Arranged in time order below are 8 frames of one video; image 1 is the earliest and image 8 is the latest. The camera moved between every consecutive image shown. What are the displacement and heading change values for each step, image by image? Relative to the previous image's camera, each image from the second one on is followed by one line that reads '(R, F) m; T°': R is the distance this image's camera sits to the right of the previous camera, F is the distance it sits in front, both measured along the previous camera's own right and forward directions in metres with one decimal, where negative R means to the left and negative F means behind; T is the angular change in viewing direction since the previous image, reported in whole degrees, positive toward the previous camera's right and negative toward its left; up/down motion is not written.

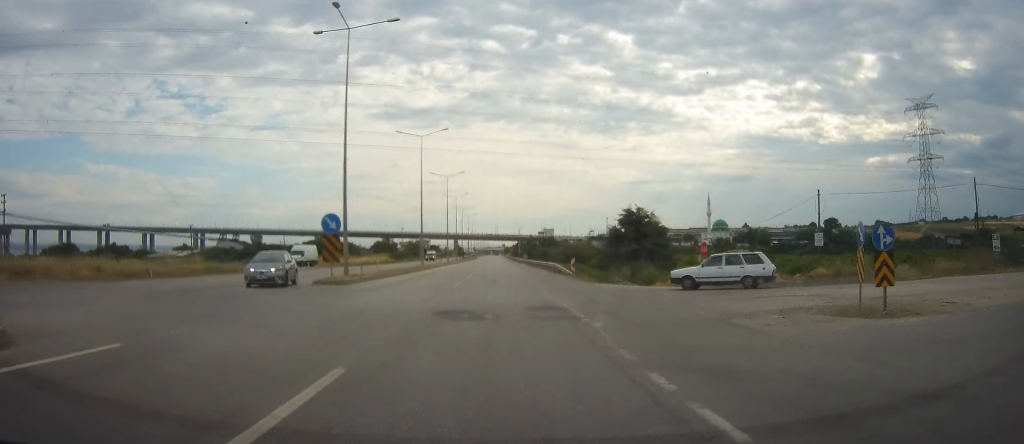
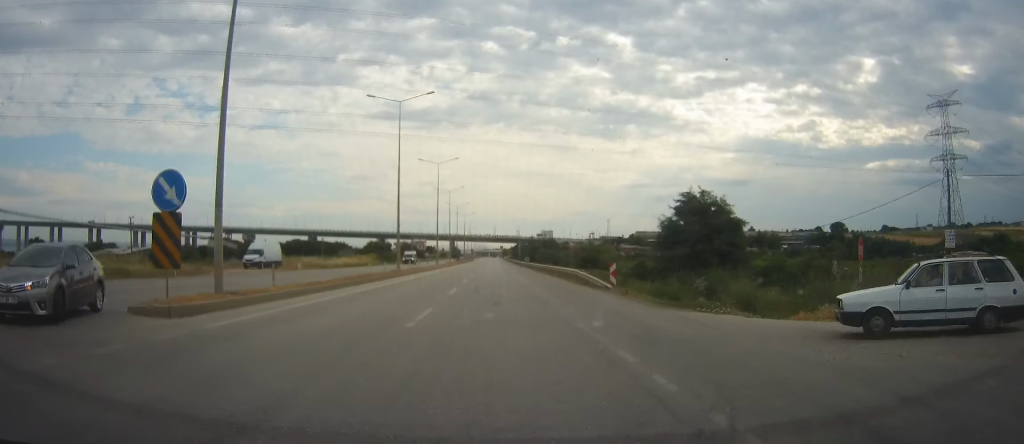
(+0.3, +15.9) m; +1°
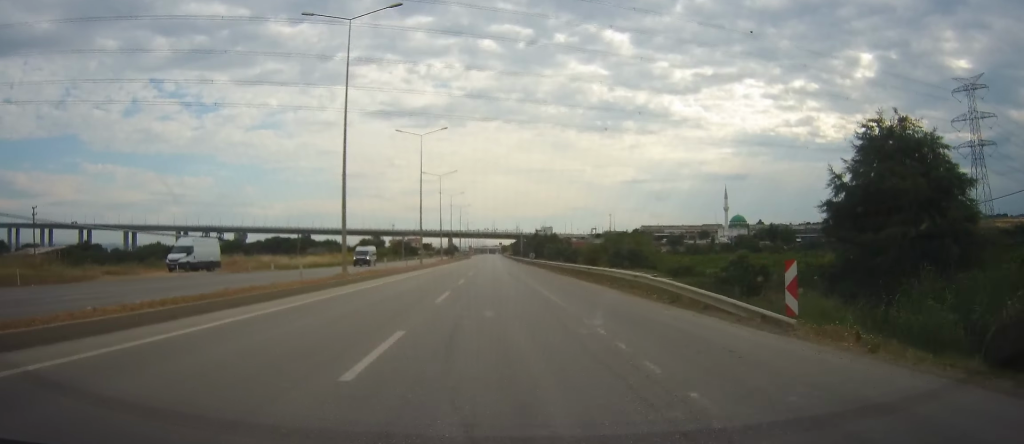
(-0.1, +18.5) m; -1°
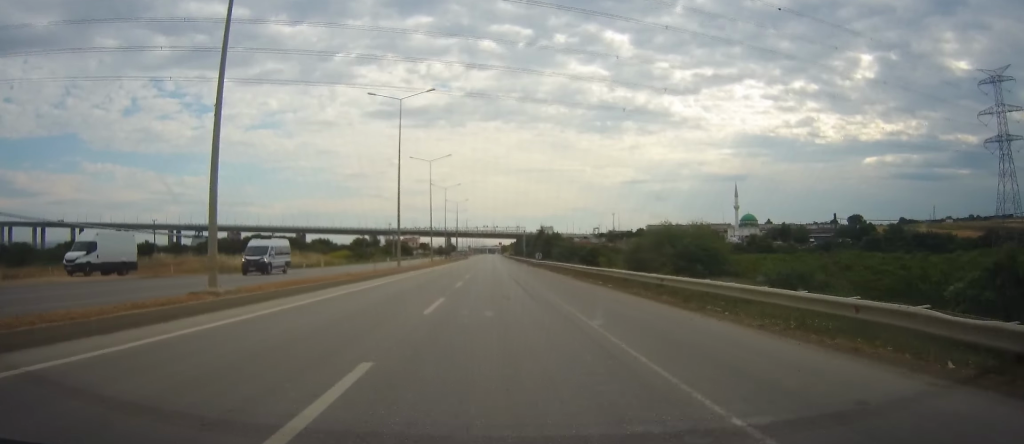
(0.0, +15.3) m; 0°
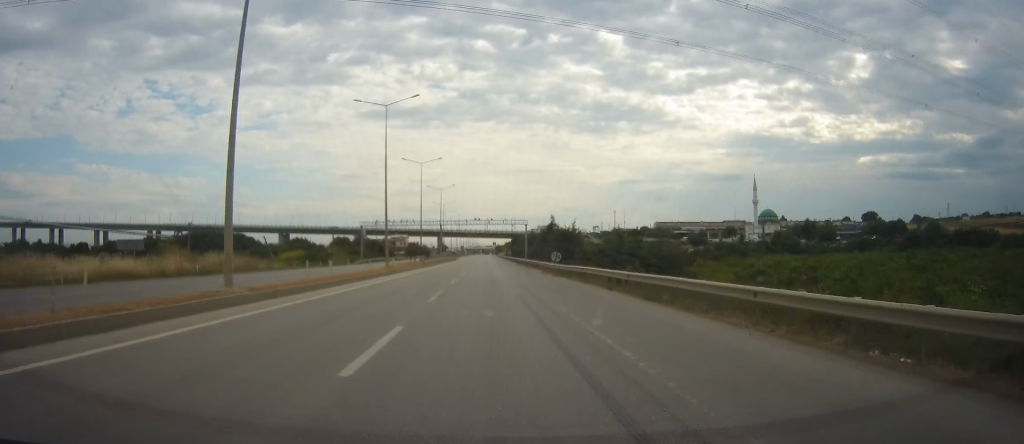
(0.0, +31.5) m; 0°
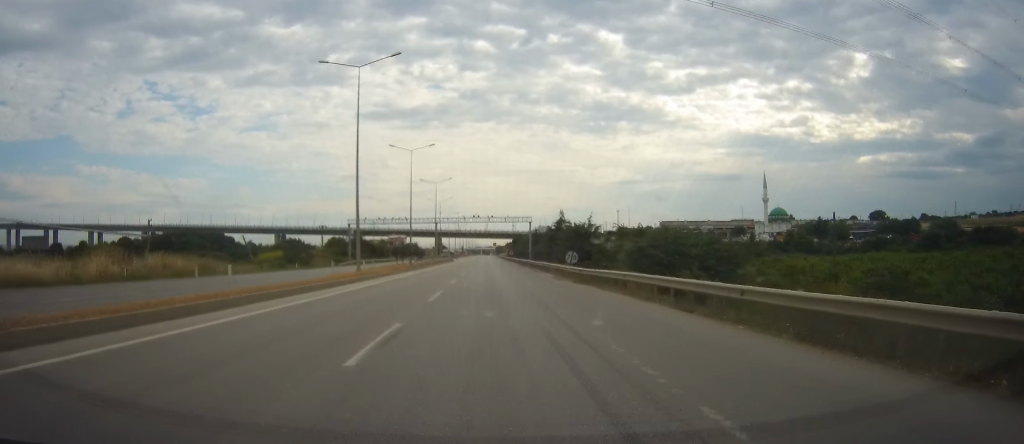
(0.0, +11.2) m; 0°
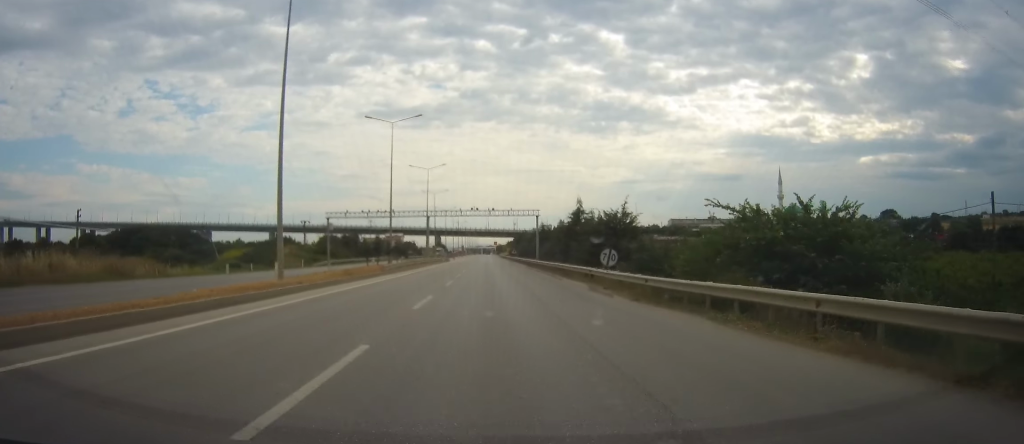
(0.0, +15.3) m; -1°
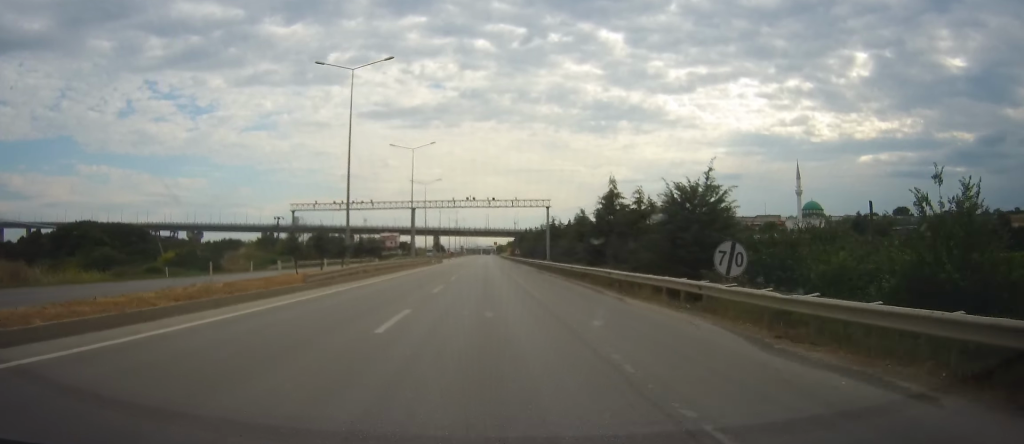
(-0.2, +17.8) m; 0°
